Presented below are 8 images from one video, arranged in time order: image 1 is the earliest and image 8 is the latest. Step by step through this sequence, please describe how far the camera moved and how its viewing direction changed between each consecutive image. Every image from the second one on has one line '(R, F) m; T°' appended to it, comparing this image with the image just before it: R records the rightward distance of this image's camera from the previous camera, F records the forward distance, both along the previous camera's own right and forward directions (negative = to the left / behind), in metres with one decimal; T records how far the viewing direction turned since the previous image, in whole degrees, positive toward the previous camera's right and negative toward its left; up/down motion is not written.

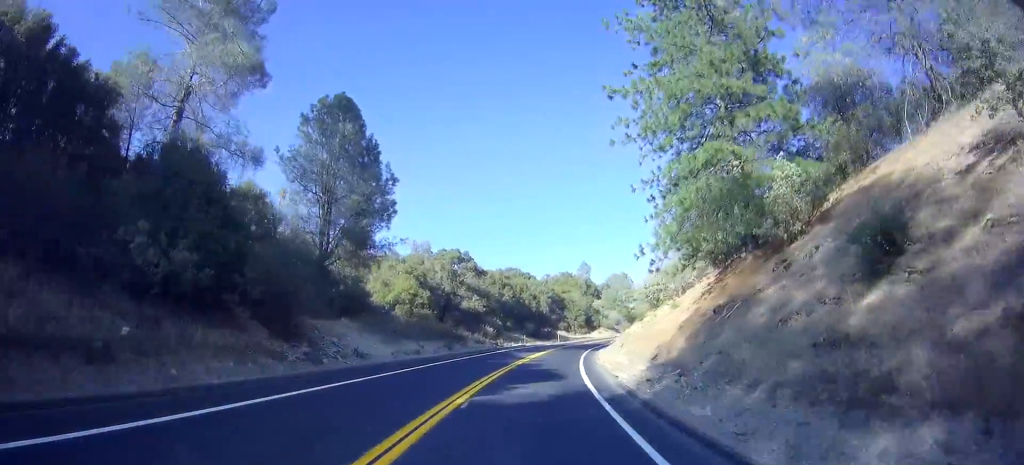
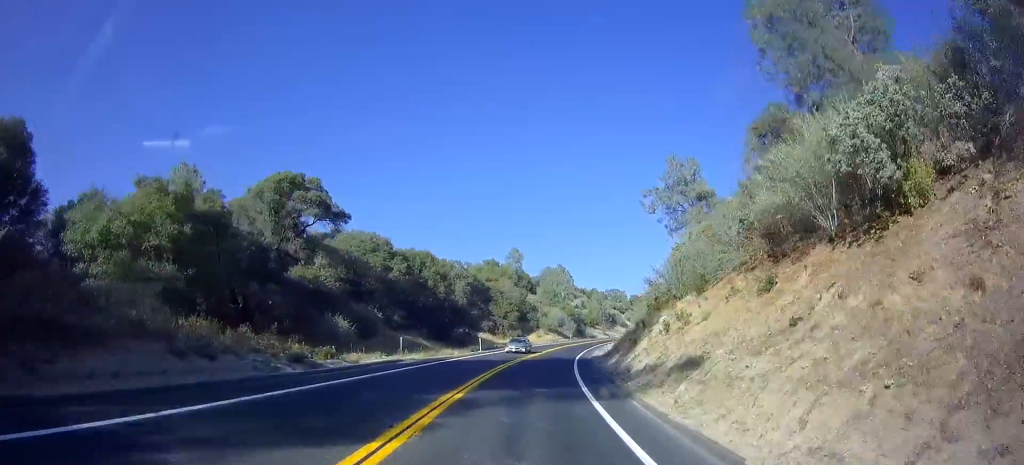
(+3.5, +40.2) m; +10°
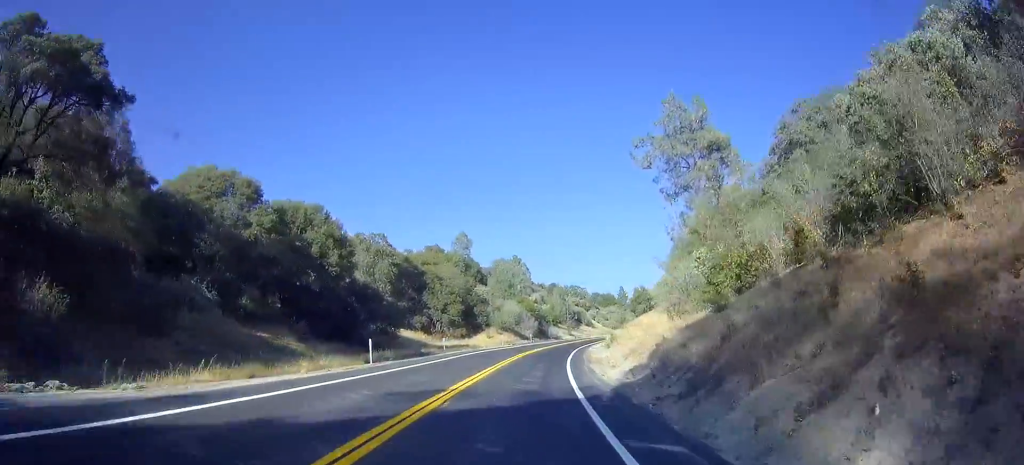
(+1.1, +24.9) m; +4°
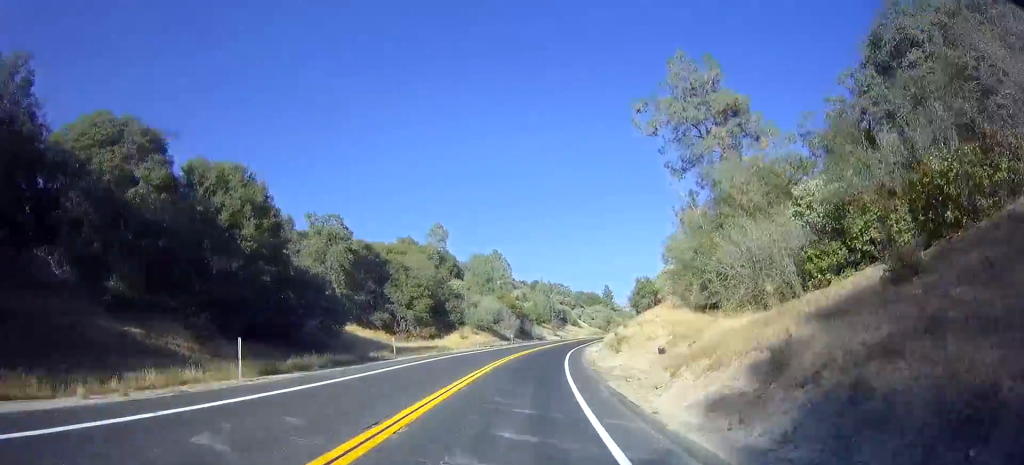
(+0.2, +11.2) m; +2°
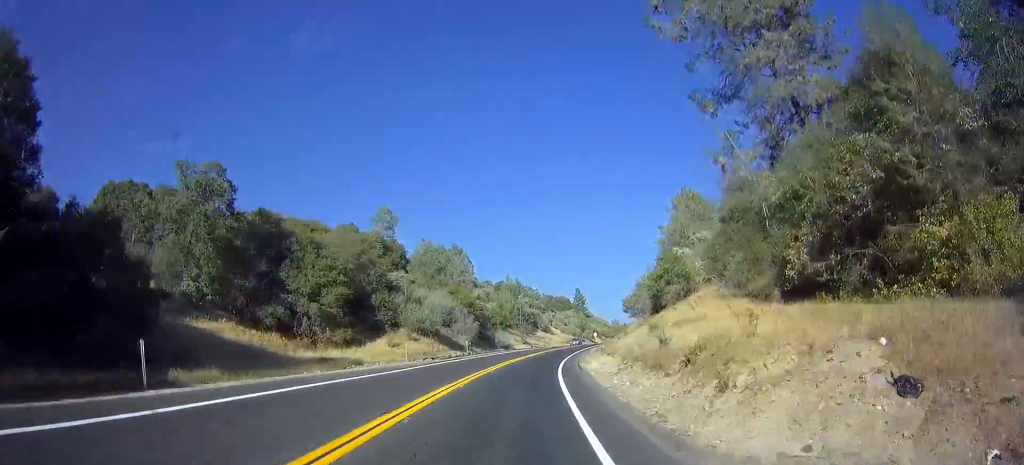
(+0.4, +20.0) m; +4°
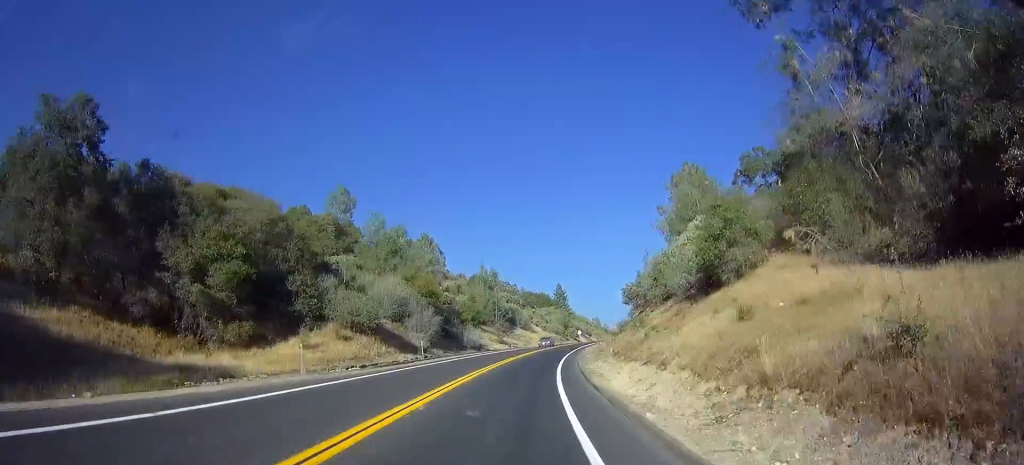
(+0.5, +13.6) m; +3°
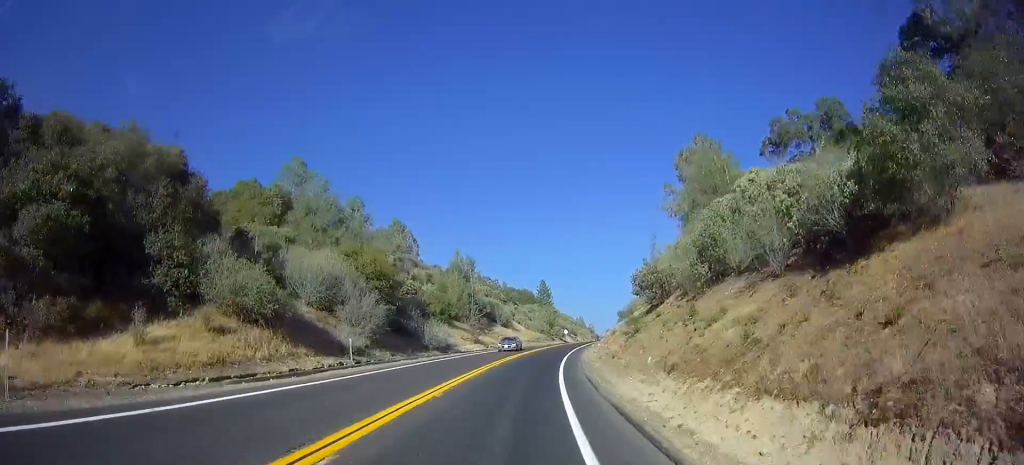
(+0.3, +13.0) m; +2°
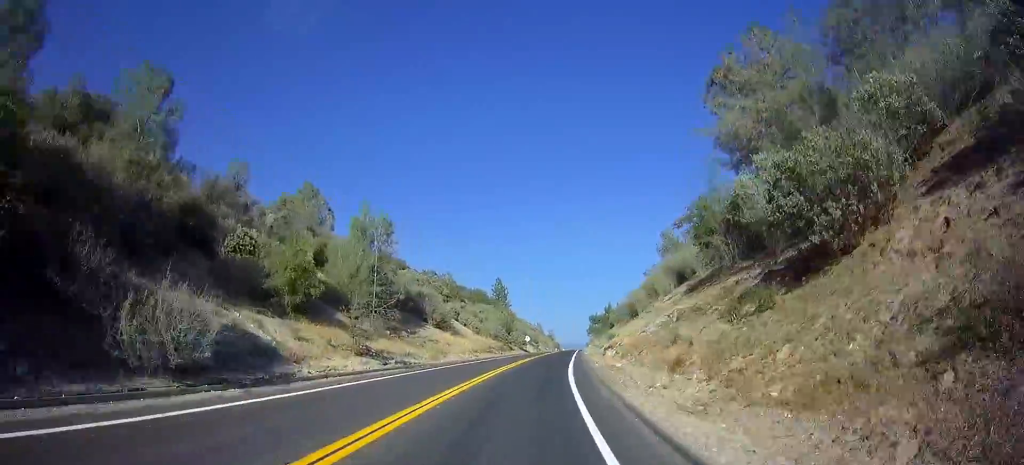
(+1.3, +30.1) m; +4°
